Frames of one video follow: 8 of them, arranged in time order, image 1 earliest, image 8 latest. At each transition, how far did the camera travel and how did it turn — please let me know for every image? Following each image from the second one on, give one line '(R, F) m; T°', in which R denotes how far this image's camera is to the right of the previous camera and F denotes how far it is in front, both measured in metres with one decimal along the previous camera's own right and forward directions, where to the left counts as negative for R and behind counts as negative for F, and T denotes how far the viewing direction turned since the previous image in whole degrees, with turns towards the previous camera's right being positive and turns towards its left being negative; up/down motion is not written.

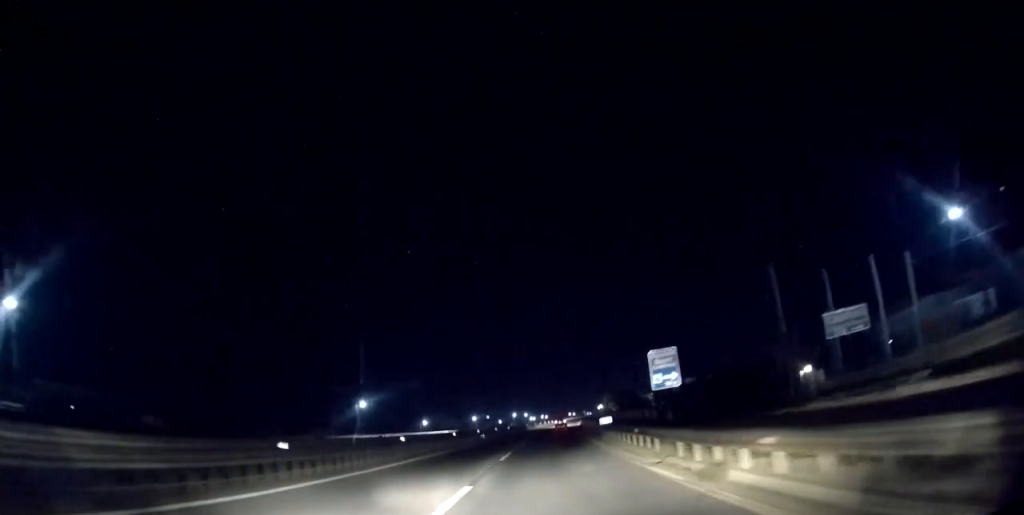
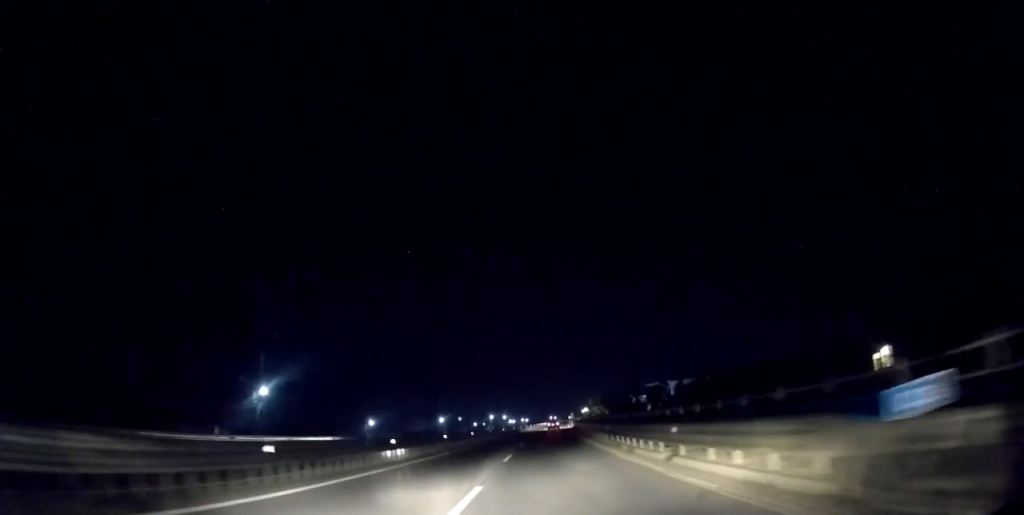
(+0.8, +23.8) m; +2°
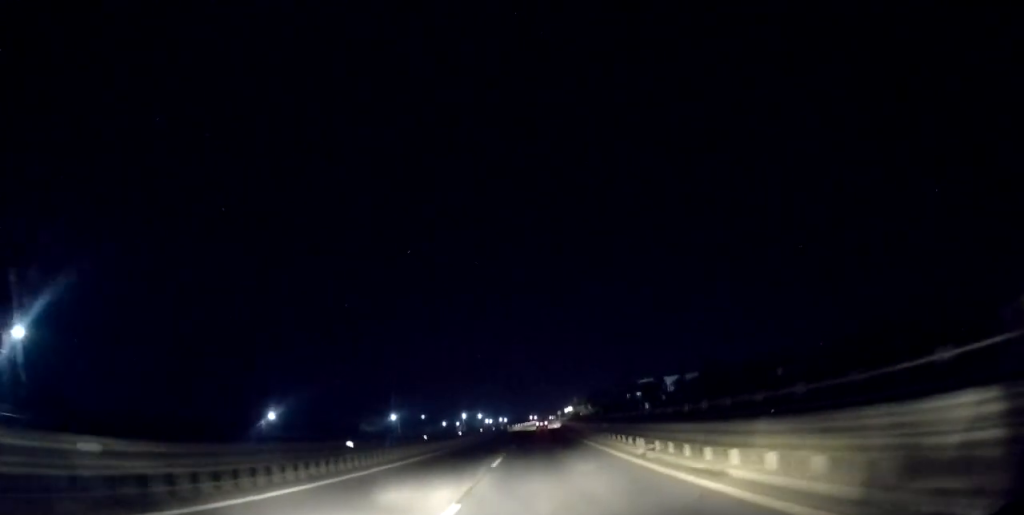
(+0.4, +26.5) m; +1°
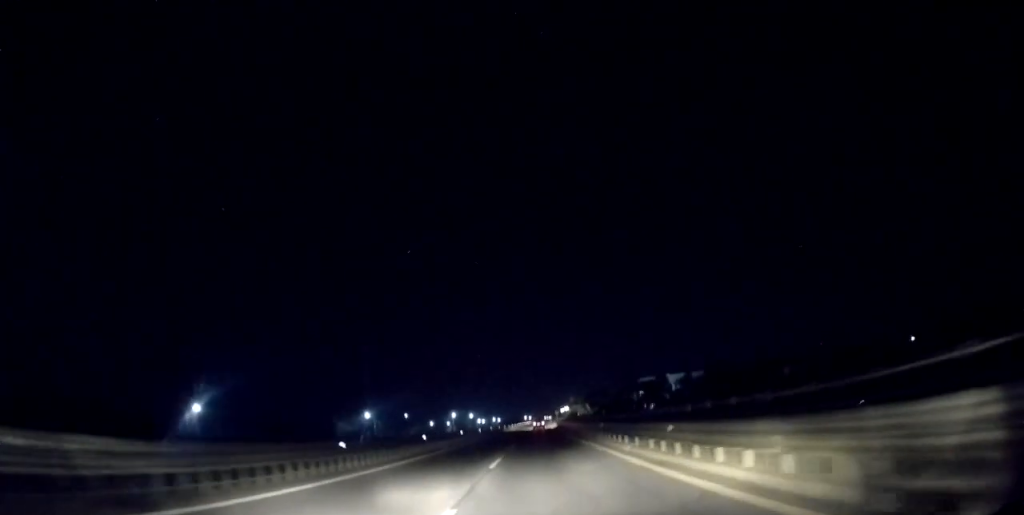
(-0.1, +12.4) m; 0°
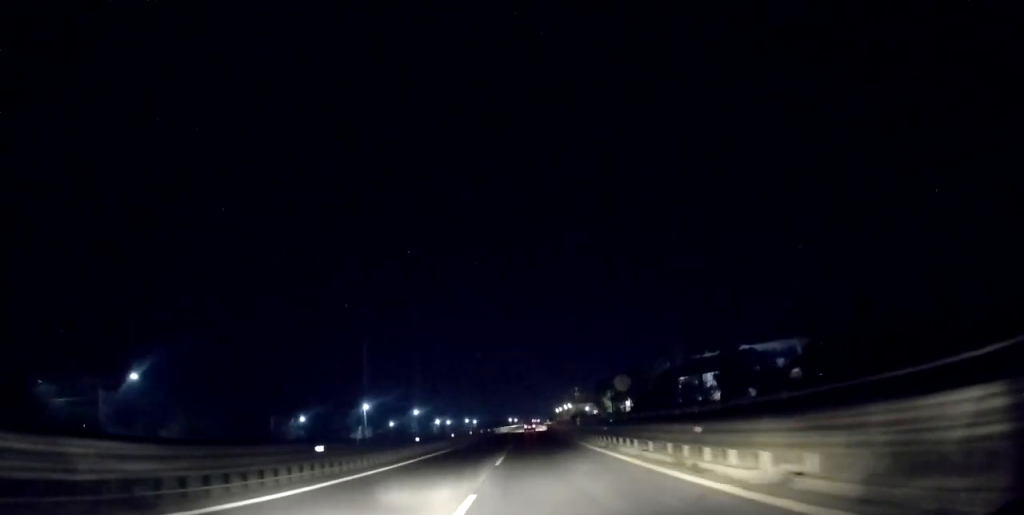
(+2.3, +82.6) m; +2°
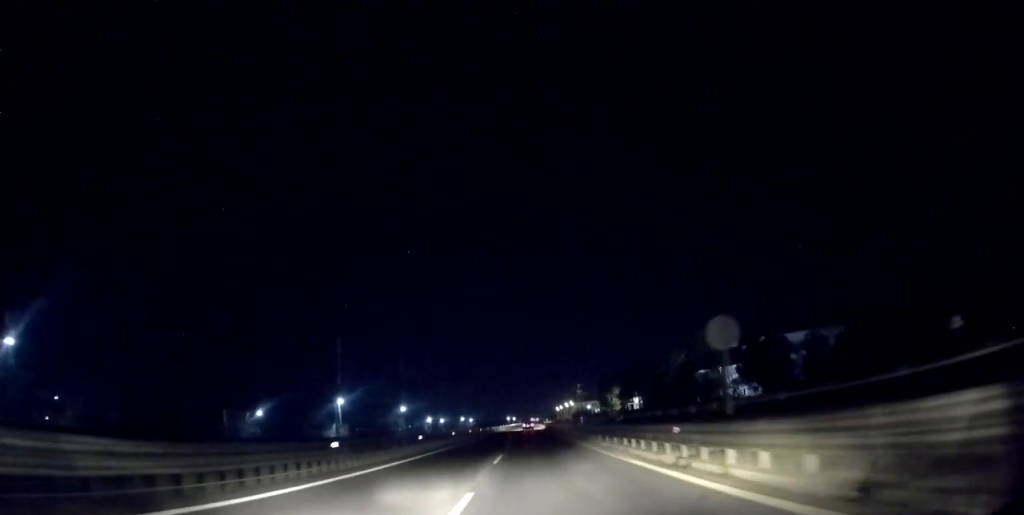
(0.0, +12.1) m; 0°
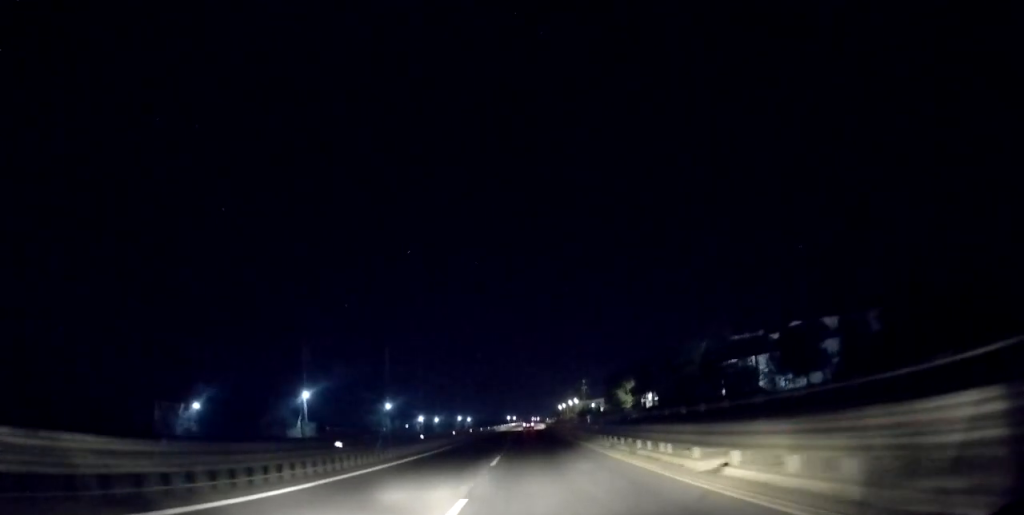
(0.0, +13.0) m; 0°
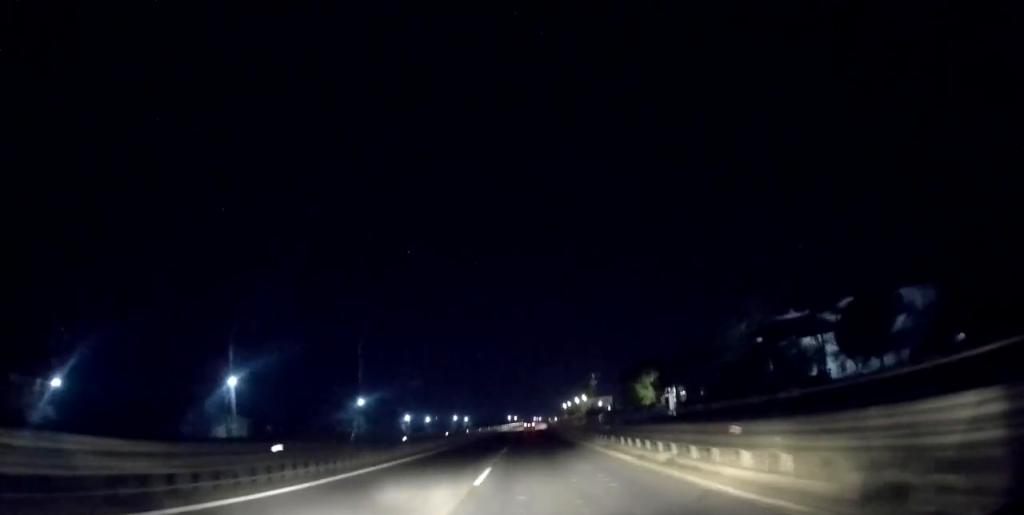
(+0.1, +17.7) m; 0°
